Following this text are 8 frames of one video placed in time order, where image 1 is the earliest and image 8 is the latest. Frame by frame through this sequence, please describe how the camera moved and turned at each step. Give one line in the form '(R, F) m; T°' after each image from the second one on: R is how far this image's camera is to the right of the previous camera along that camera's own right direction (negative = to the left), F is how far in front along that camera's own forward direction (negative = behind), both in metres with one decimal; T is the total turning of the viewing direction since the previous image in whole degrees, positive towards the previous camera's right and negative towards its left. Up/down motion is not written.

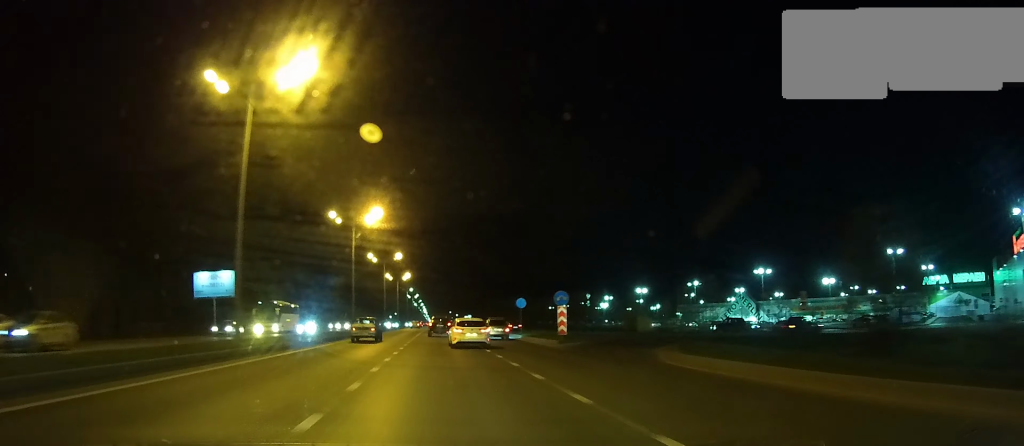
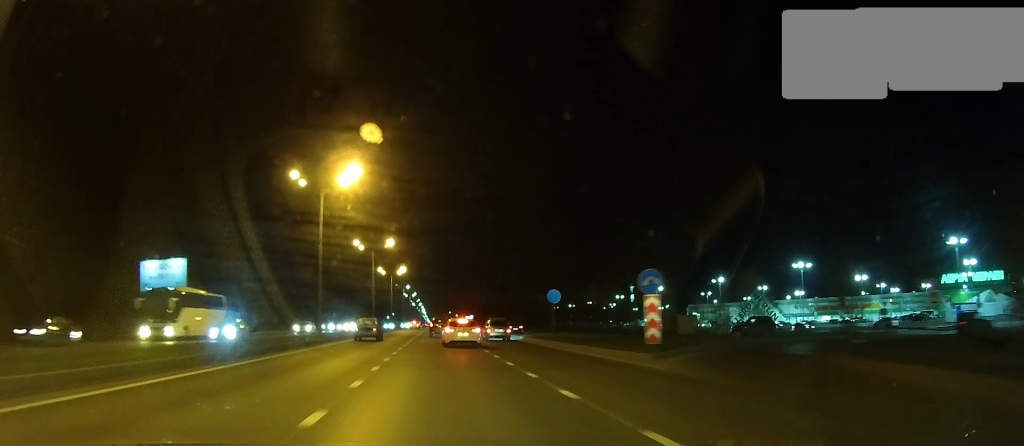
(0.0, +15.7) m; 0°
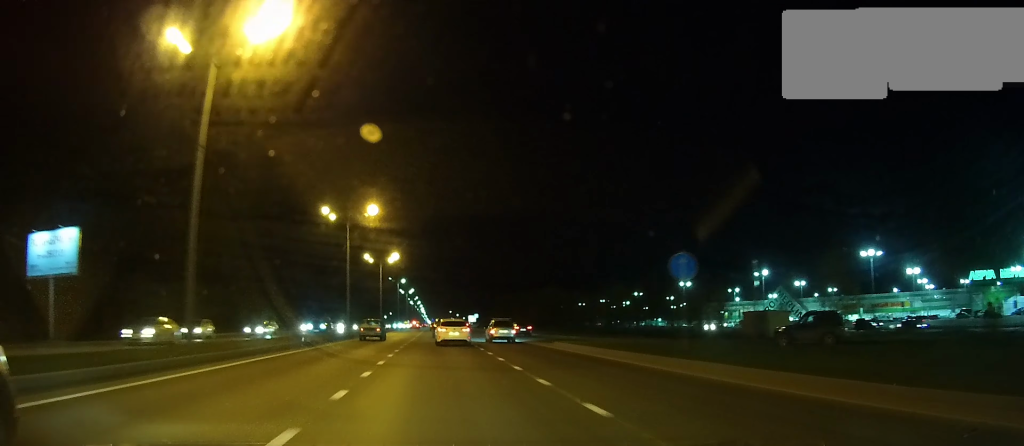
(0.0, +21.5) m; 0°
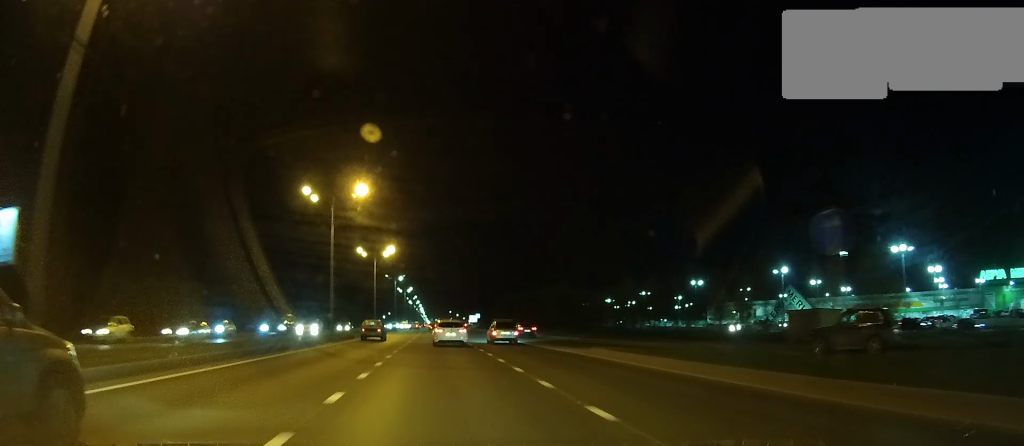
(0.0, +8.2) m; 0°
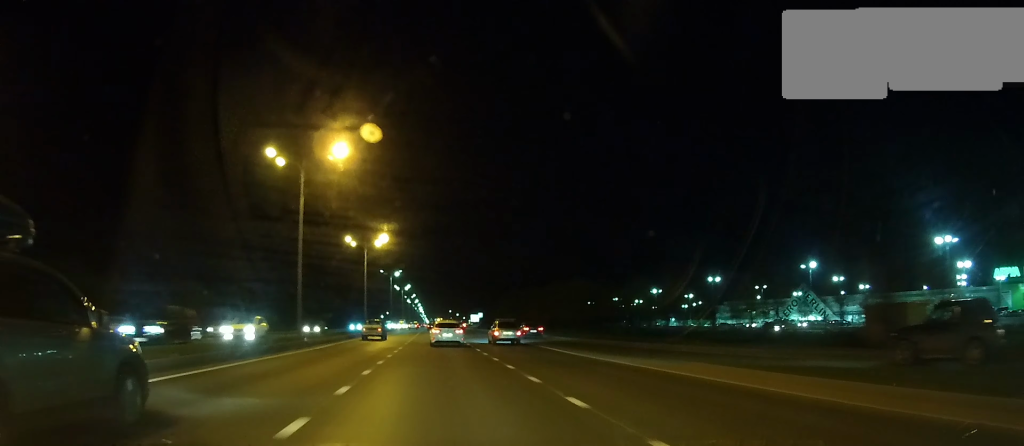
(0.0, +10.5) m; 0°
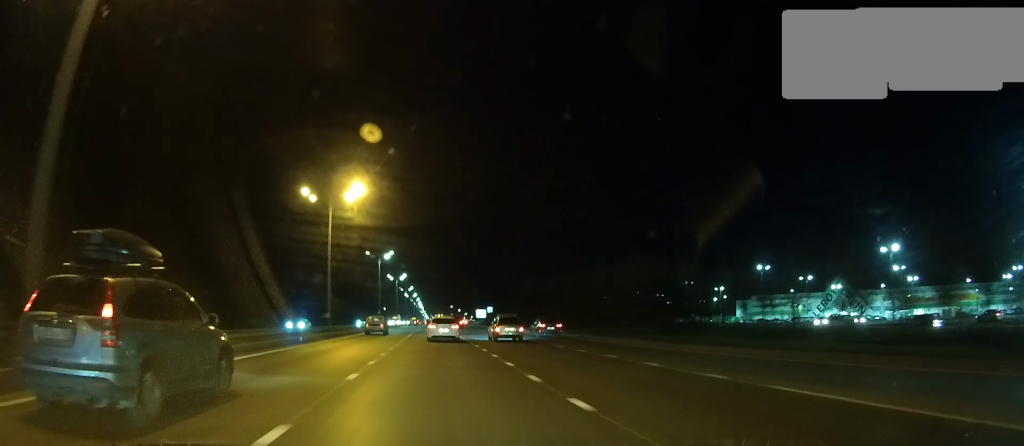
(+0.1, +24.2) m; 0°
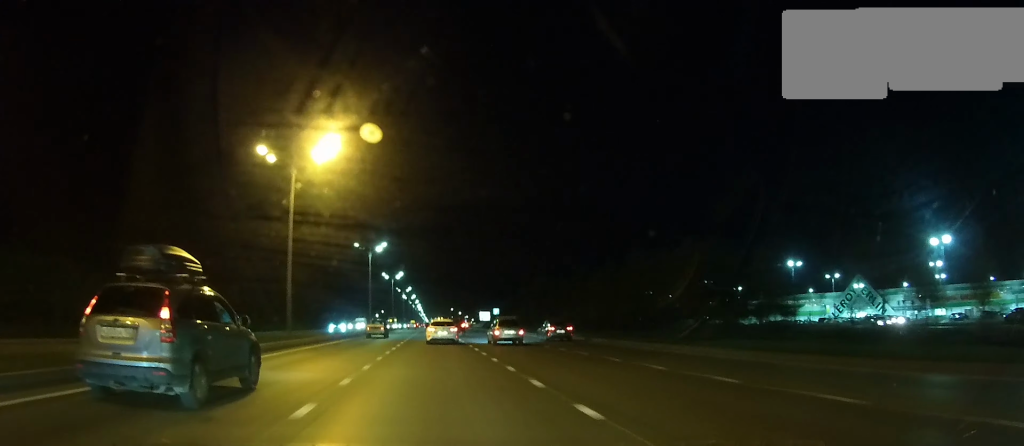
(0.0, +12.5) m; 0°
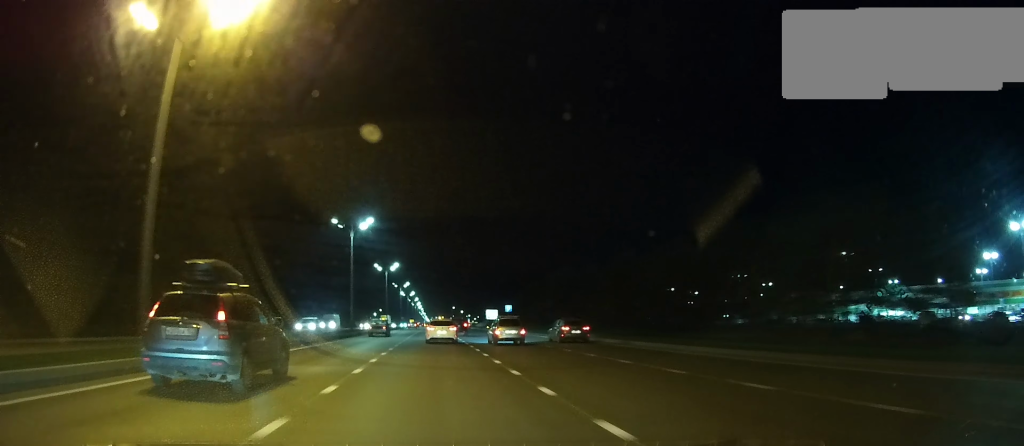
(0.0, +17.3) m; 0°
